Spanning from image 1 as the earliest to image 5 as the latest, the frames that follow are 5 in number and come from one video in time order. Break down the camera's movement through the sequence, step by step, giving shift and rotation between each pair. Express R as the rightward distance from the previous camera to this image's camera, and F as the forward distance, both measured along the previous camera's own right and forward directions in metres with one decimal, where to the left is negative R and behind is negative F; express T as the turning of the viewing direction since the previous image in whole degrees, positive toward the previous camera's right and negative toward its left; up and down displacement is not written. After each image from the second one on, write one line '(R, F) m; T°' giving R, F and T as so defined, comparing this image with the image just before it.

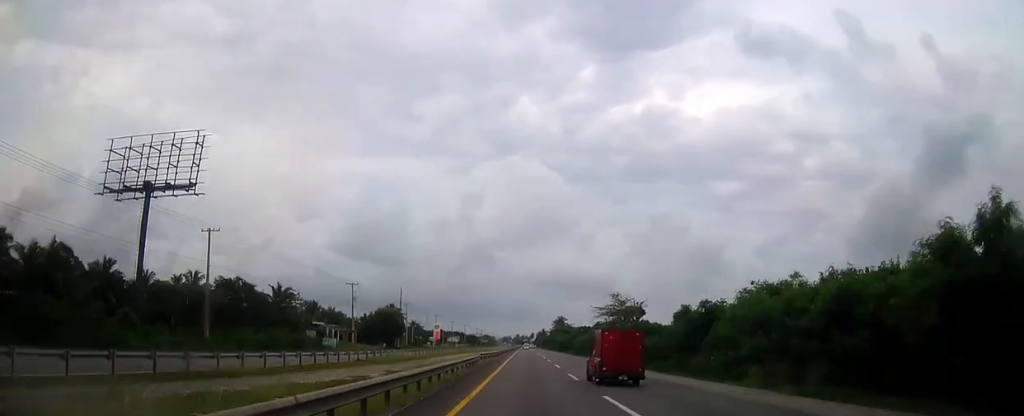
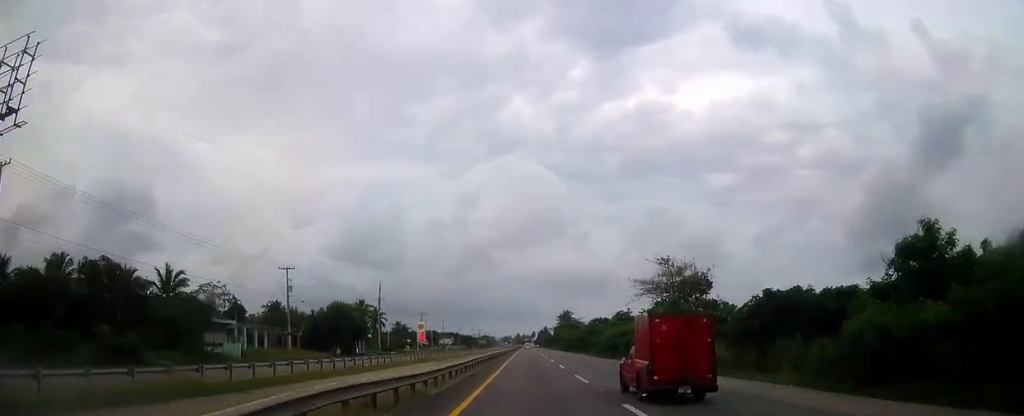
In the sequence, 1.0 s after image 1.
(-0.3, +30.5) m; 0°
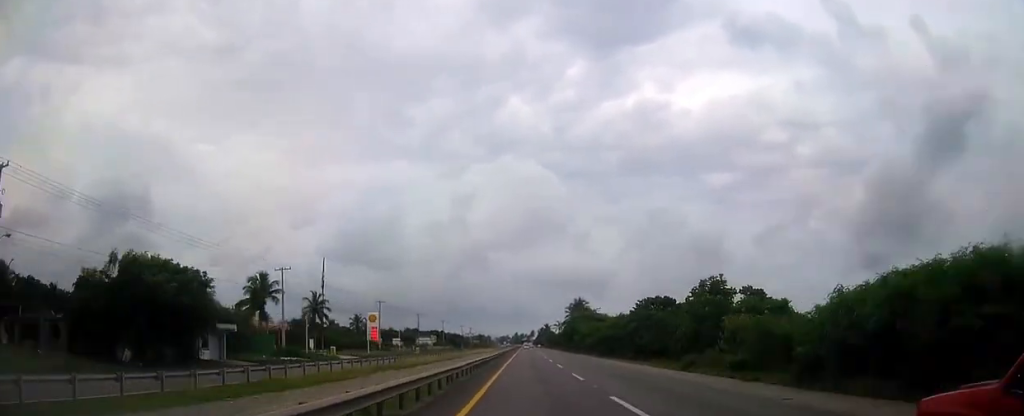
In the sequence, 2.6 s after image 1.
(-0.2, +49.3) m; 0°
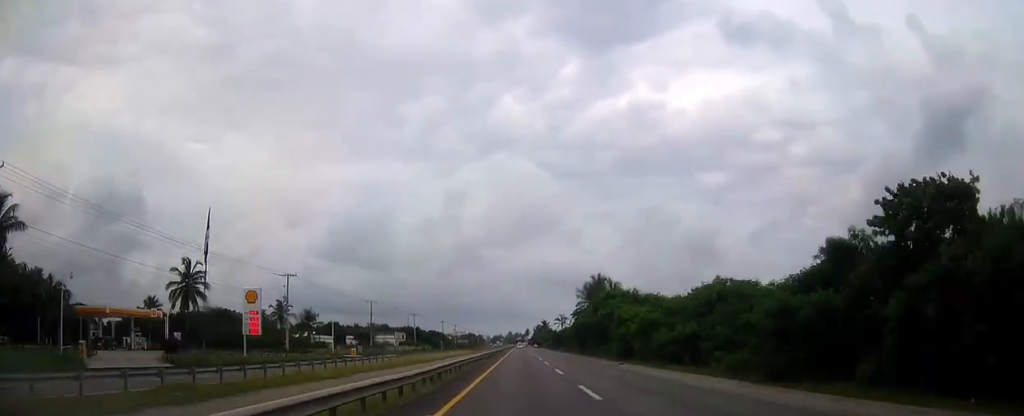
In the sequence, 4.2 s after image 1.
(0.0, +49.6) m; 0°
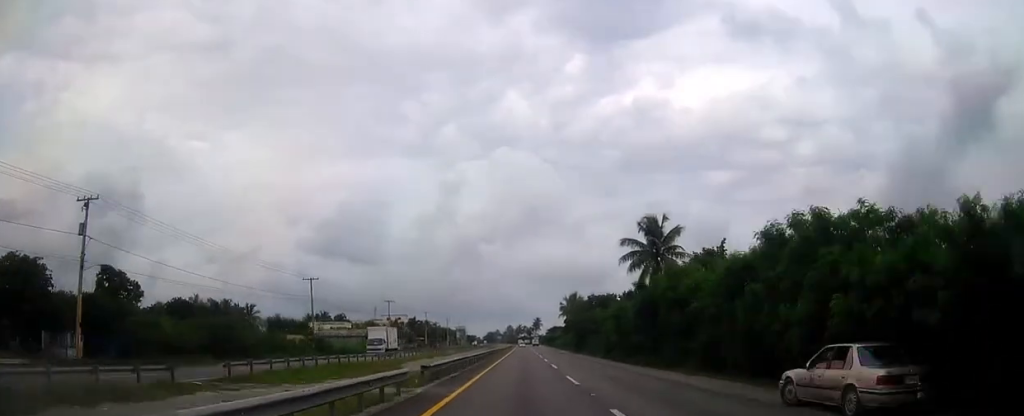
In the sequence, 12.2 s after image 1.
(-1.5, +246.0) m; -1°
